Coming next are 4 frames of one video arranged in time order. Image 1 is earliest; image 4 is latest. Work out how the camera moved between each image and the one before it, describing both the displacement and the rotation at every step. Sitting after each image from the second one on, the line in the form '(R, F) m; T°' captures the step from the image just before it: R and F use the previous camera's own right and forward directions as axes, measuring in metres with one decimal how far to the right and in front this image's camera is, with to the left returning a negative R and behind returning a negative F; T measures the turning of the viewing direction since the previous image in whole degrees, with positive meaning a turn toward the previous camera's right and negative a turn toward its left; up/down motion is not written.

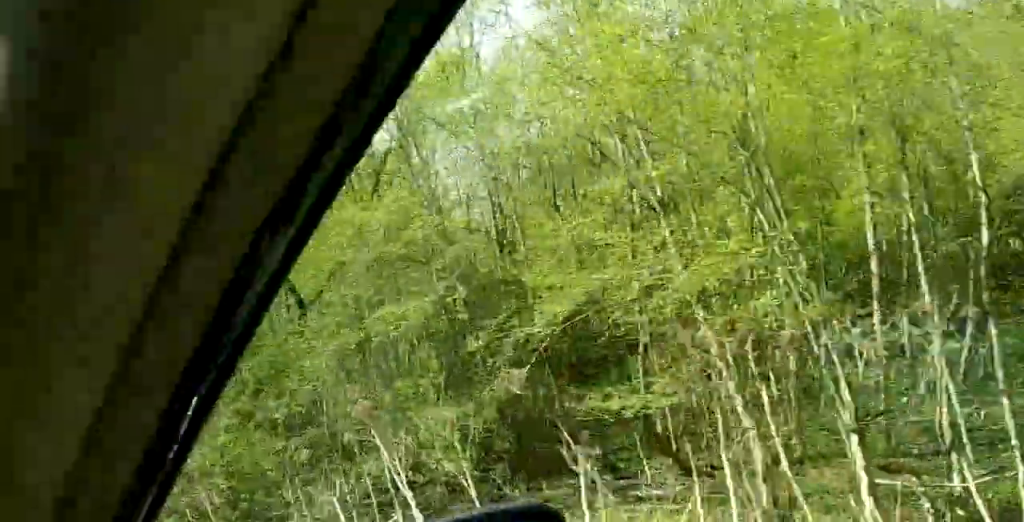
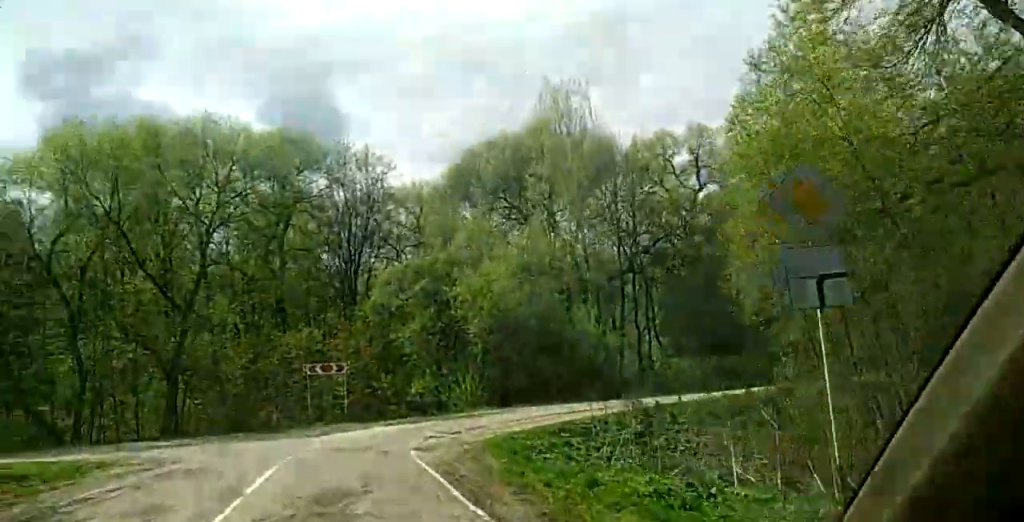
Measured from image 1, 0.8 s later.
(+0.1, +9.6) m; +1°
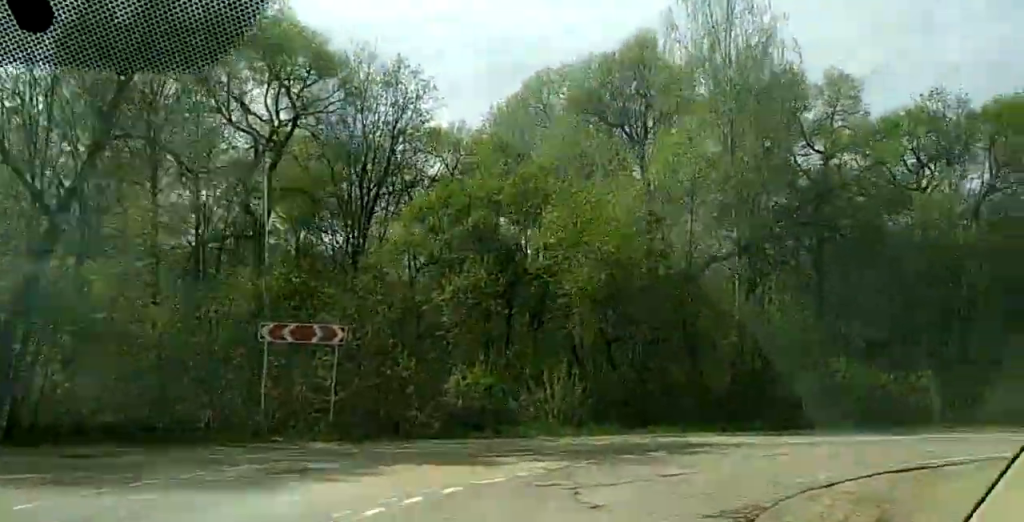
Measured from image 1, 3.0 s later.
(+0.4, +19.7) m; +7°
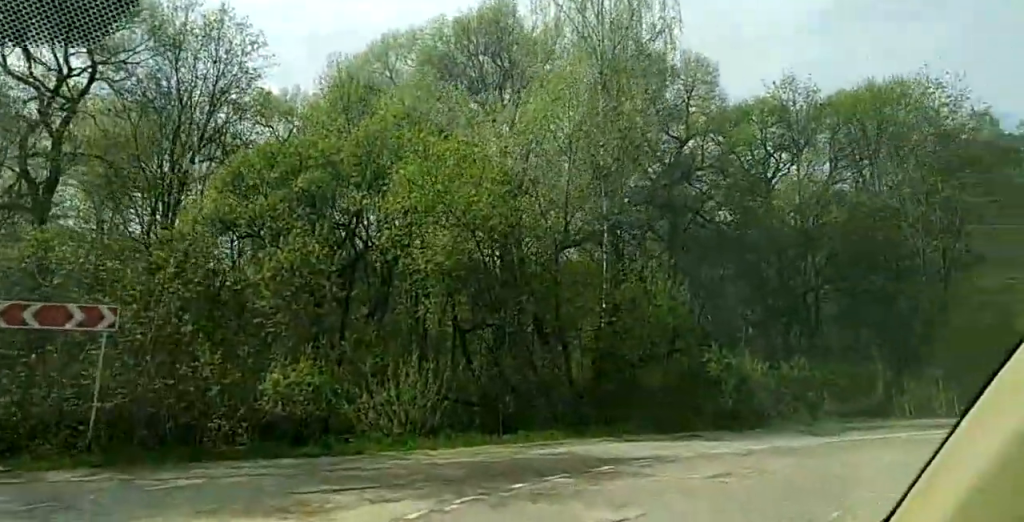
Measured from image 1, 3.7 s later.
(+0.2, +5.0) m; +9°
